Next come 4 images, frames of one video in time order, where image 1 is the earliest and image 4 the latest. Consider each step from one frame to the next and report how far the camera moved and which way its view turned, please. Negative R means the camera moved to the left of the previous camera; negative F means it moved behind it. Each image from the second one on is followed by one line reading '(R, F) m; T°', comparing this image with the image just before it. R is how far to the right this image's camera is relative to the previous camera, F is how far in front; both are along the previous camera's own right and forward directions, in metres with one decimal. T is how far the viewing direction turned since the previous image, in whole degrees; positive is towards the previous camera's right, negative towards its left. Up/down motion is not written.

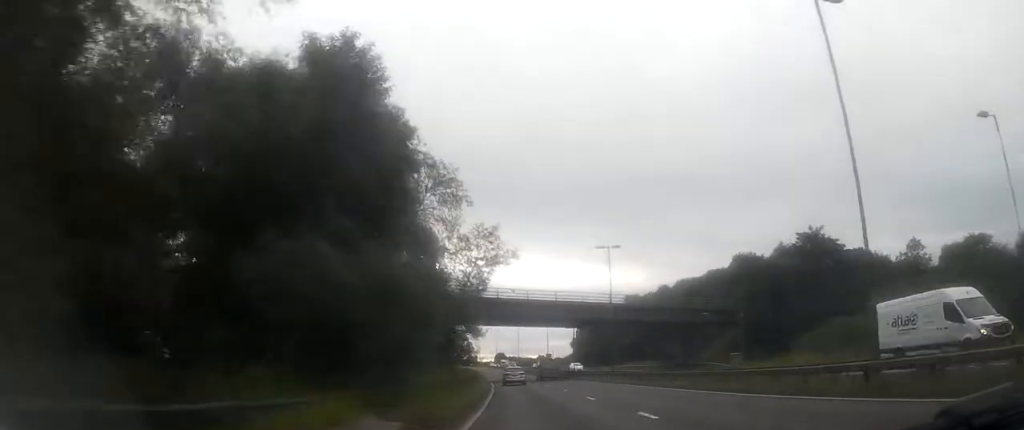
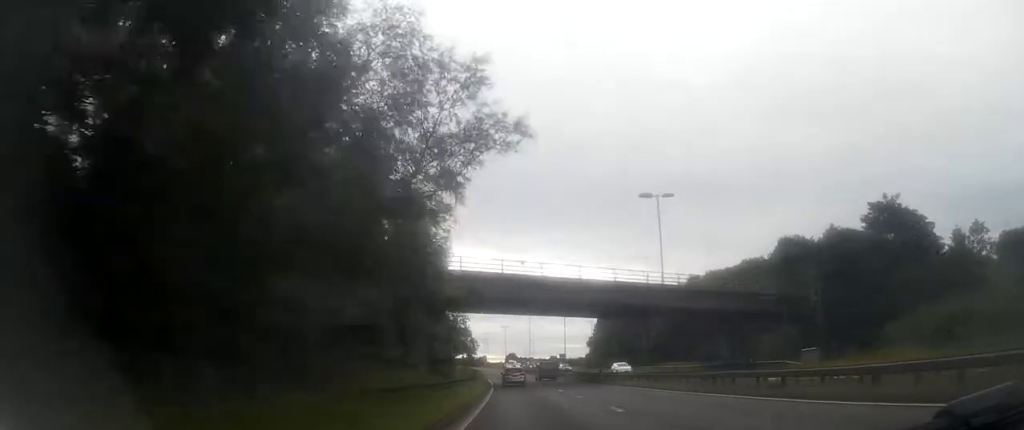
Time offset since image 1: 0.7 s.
(-0.2, +14.9) m; -1°
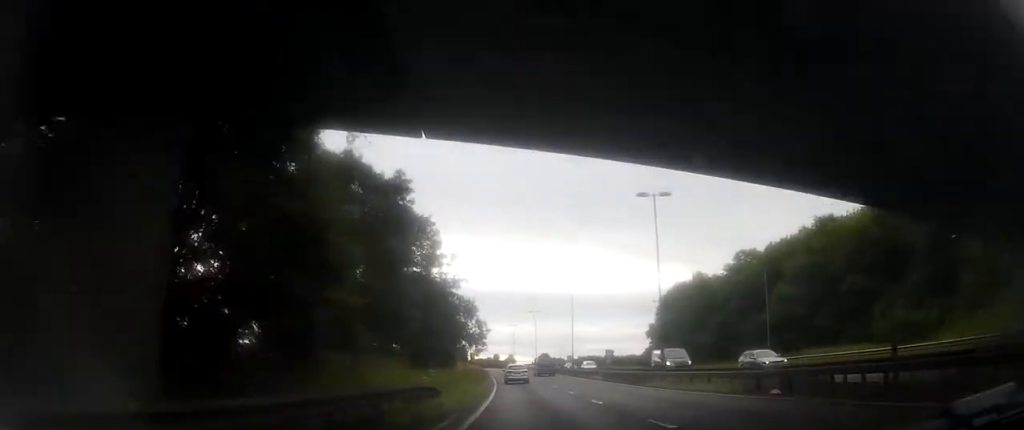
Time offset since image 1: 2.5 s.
(-0.8, +40.9) m; -2°
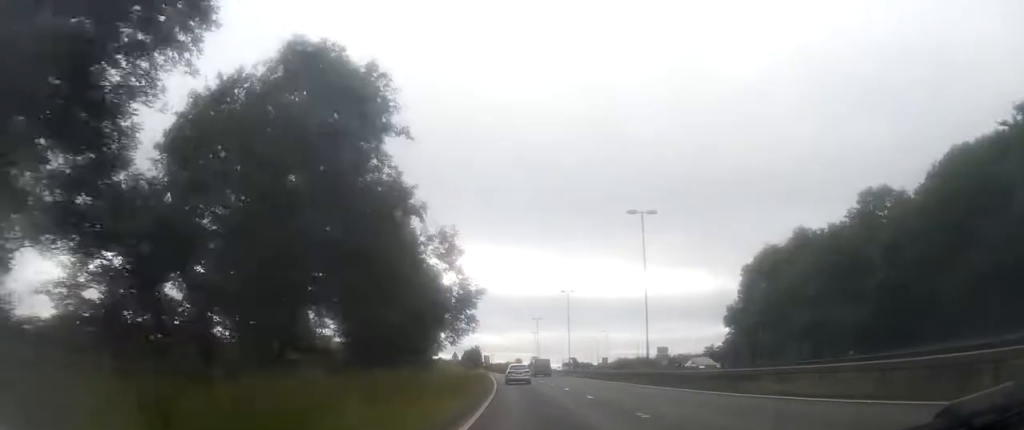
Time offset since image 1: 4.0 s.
(-0.4, +33.4) m; -2°
